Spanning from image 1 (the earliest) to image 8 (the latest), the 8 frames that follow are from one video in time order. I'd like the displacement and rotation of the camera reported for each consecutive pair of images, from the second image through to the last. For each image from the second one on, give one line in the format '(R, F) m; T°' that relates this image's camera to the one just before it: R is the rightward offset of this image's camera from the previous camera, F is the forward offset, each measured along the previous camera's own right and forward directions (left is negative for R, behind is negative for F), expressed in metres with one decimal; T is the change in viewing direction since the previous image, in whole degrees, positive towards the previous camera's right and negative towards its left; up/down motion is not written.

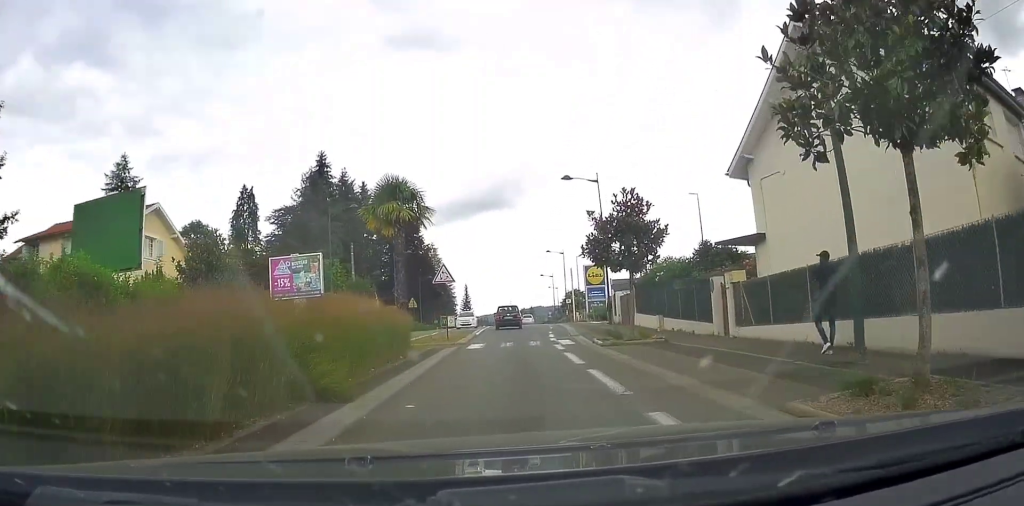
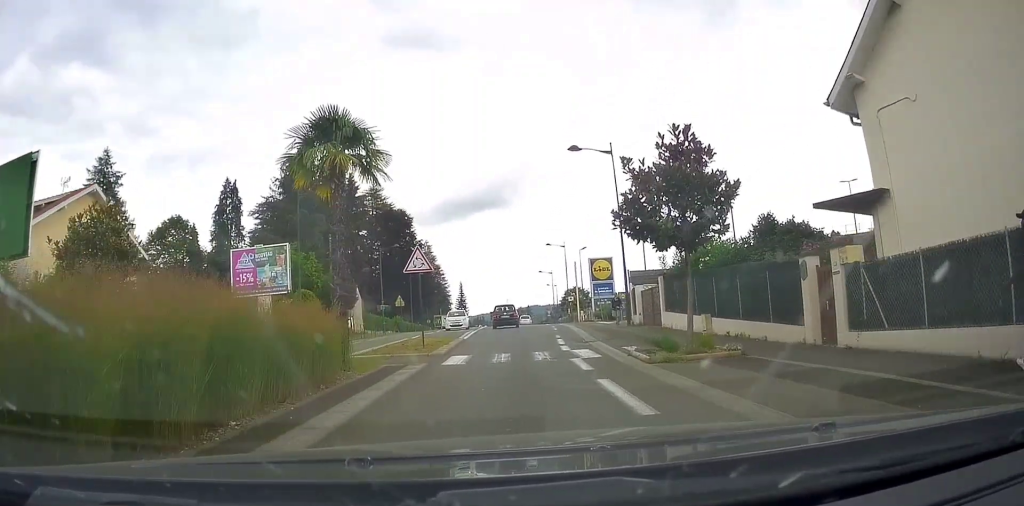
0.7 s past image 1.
(0.0, +6.5) m; +1°
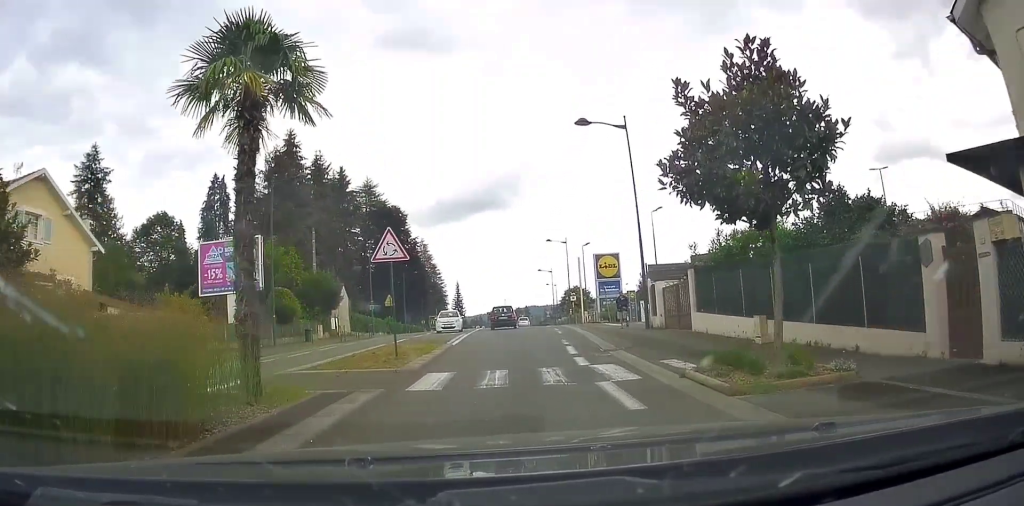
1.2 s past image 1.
(-0.1, +4.6) m; 0°
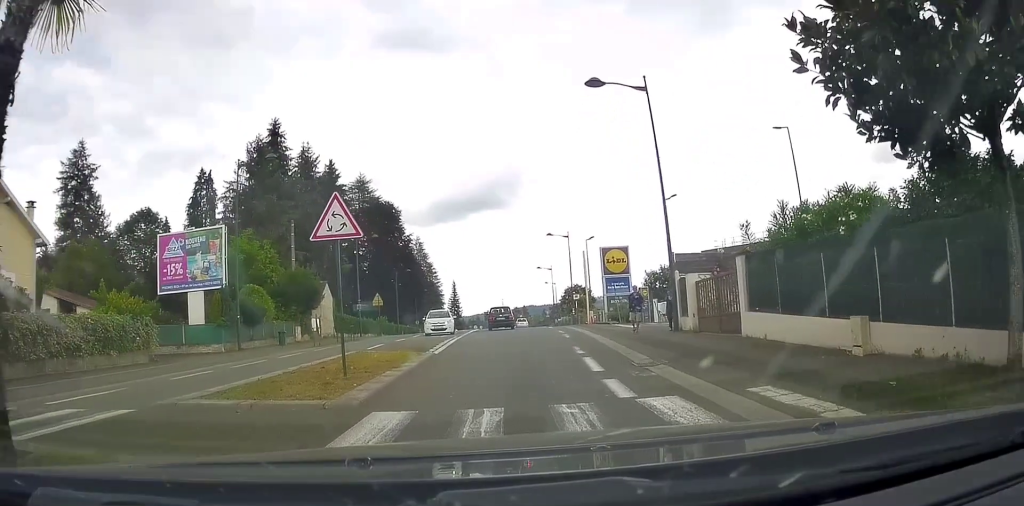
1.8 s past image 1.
(+0.1, +4.8) m; 0°
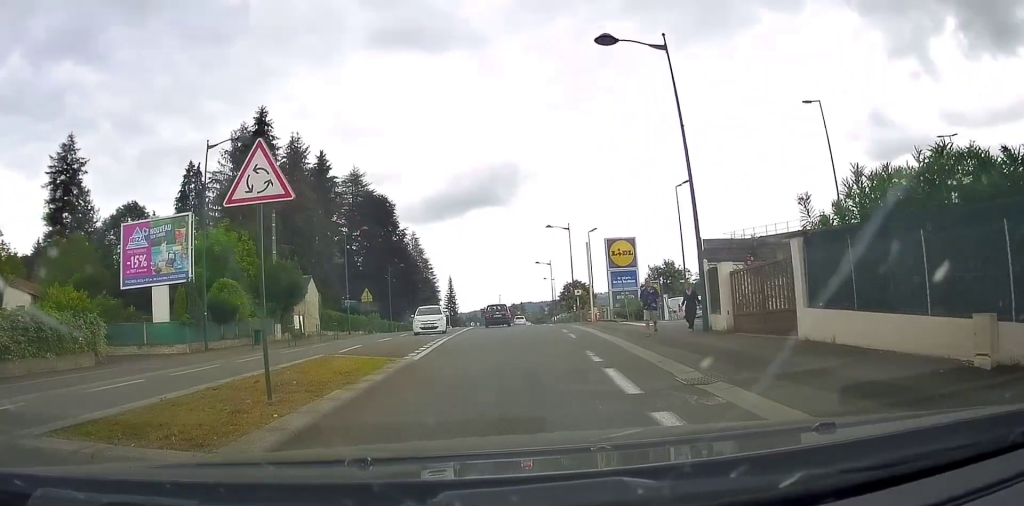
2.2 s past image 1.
(+0.1, +3.7) m; 0°
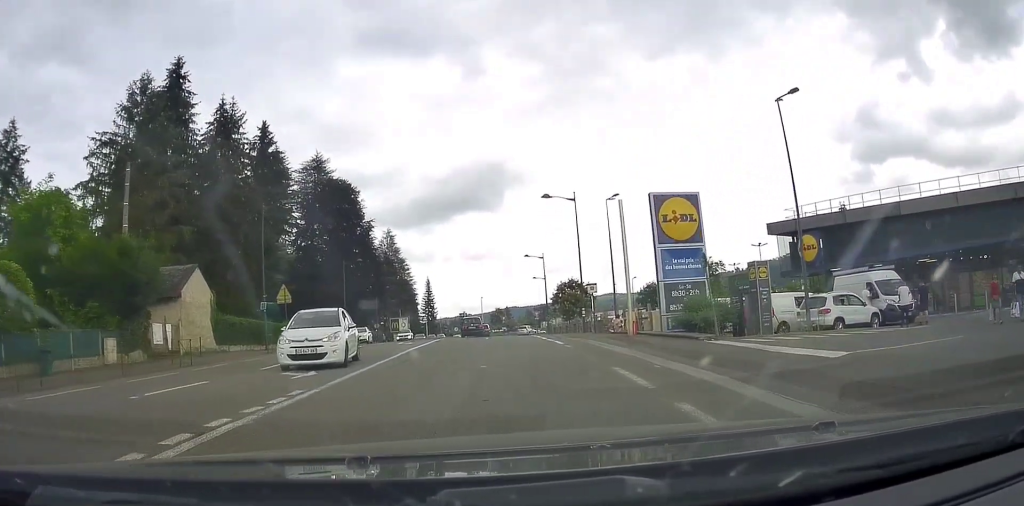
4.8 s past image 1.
(-0.1, +18.5) m; +1°
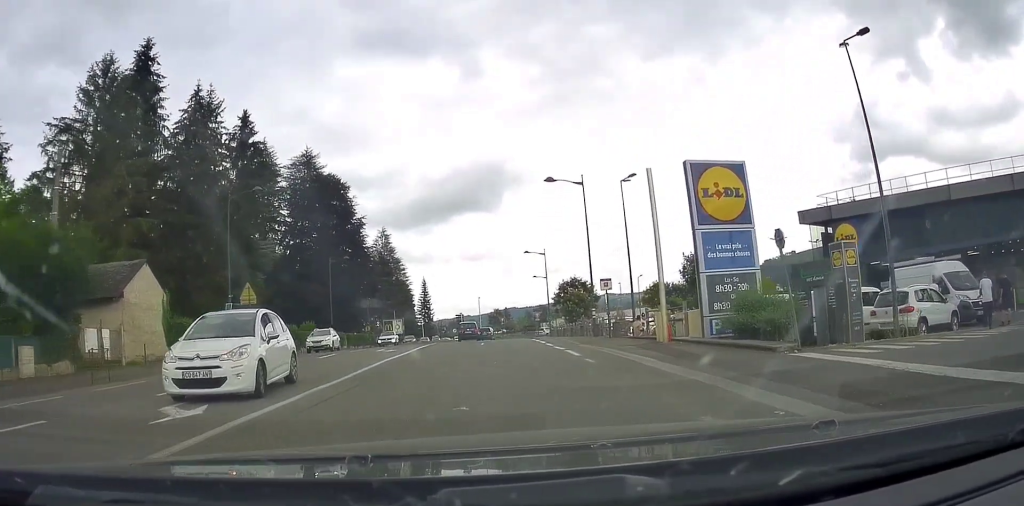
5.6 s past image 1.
(0.0, +5.0) m; 0°
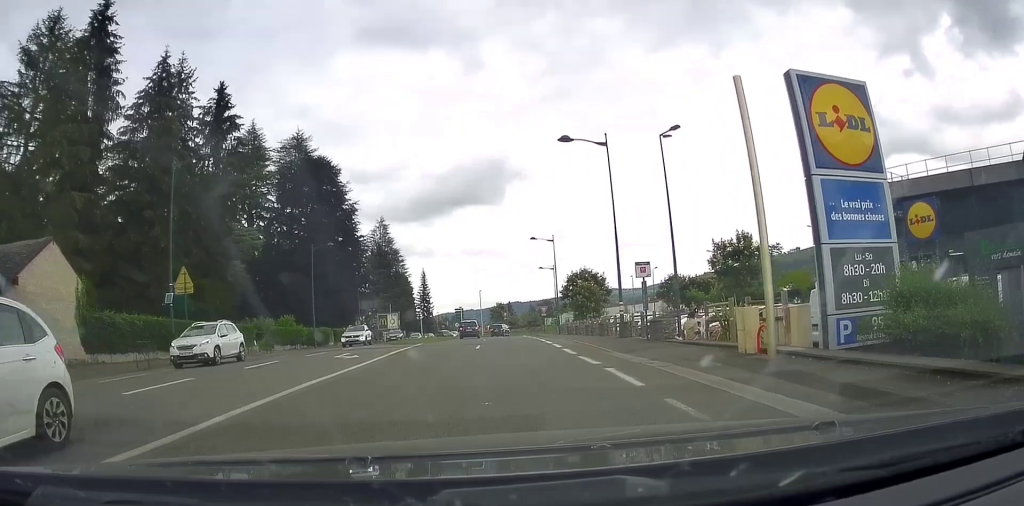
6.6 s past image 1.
(0.0, +6.5) m; 0°
